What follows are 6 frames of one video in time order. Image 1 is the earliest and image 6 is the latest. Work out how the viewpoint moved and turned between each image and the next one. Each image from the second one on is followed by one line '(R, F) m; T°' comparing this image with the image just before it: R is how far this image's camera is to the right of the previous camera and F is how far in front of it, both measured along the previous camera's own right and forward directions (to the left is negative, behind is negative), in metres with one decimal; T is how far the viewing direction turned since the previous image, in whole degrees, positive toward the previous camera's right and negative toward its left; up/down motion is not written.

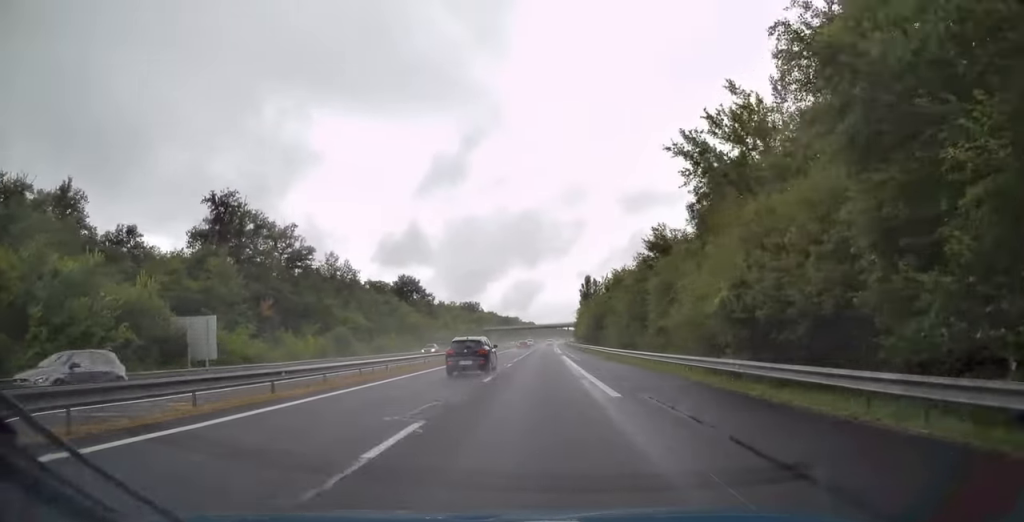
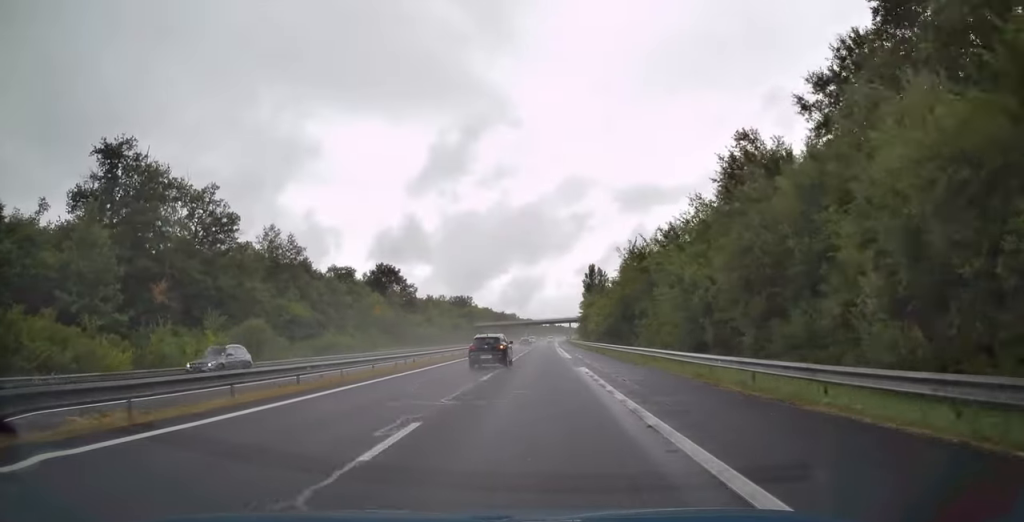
(0.0, +26.4) m; 0°
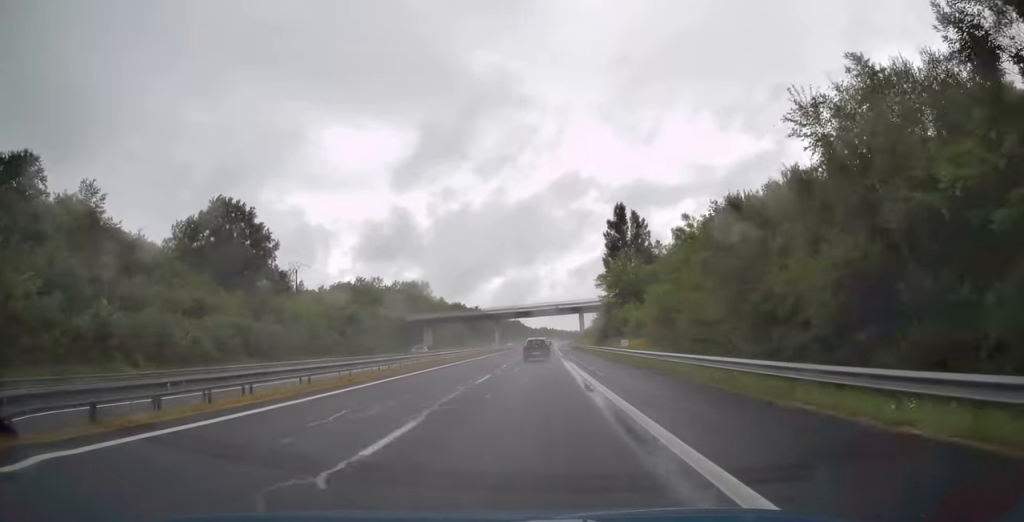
(+1.1, +90.8) m; +1°
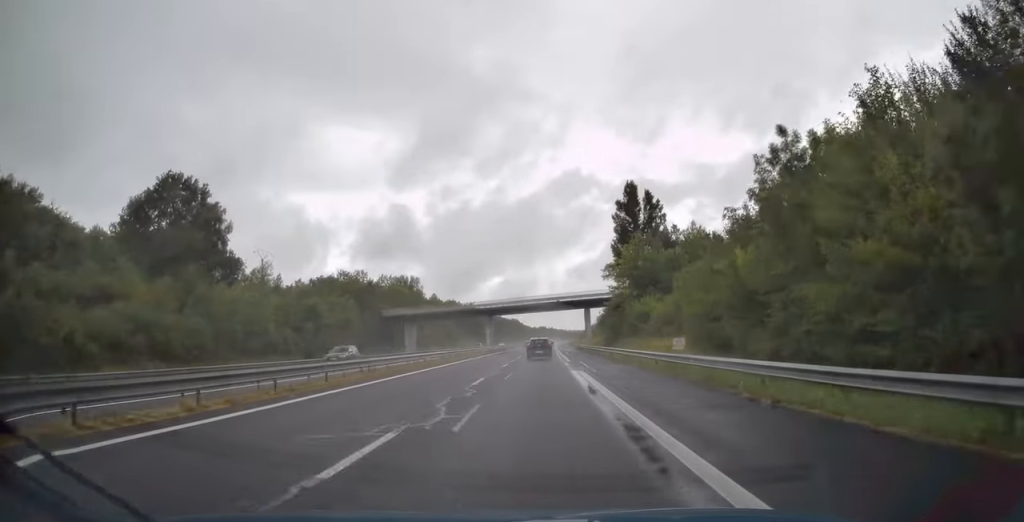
(-0.1, +14.5) m; 0°
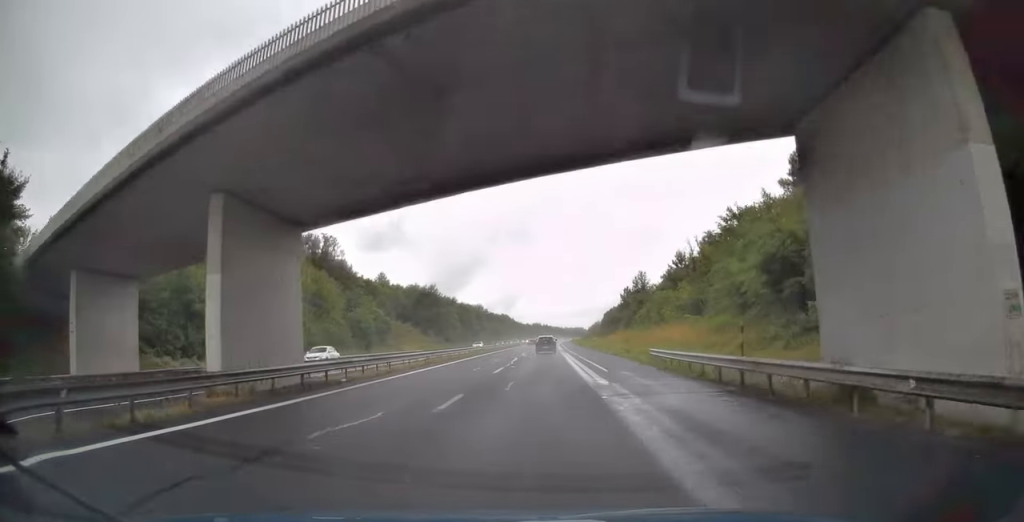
(+0.2, +72.3) m; 0°
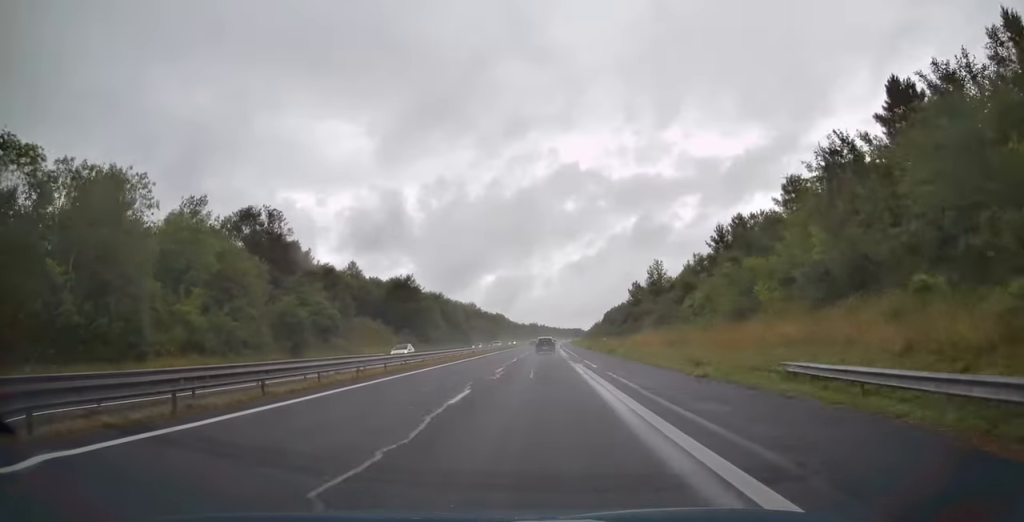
(+0.1, +24.6) m; 0°
